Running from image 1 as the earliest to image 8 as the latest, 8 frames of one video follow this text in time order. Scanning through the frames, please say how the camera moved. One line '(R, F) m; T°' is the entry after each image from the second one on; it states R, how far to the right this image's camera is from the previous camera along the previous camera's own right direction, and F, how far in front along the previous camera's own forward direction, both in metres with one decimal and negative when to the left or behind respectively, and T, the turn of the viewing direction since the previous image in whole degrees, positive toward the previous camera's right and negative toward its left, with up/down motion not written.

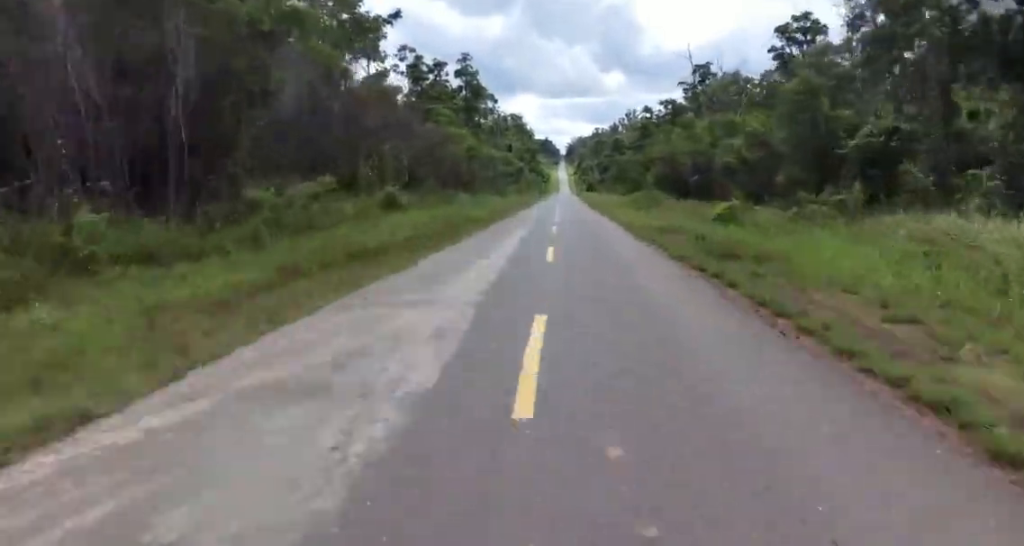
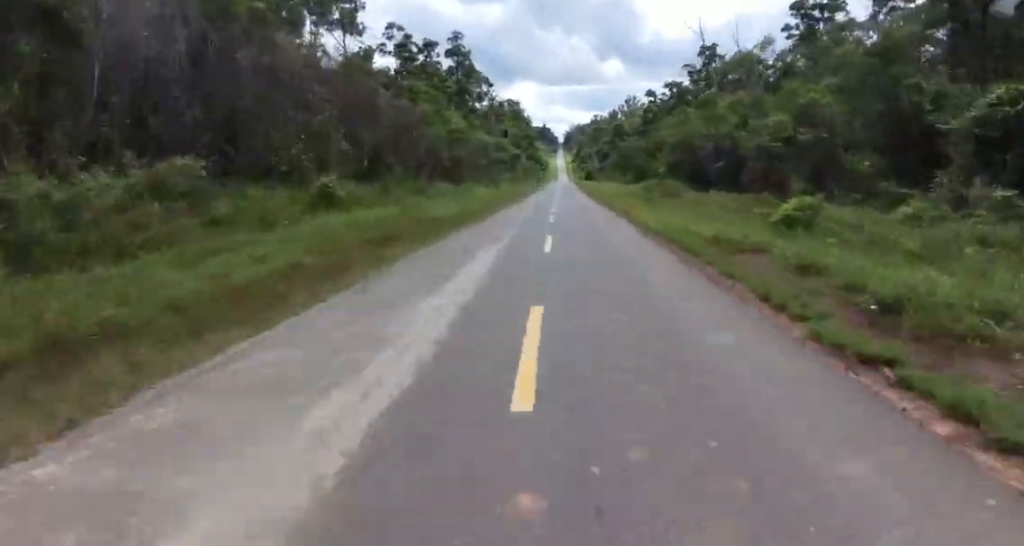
(0.0, +8.5) m; -1°
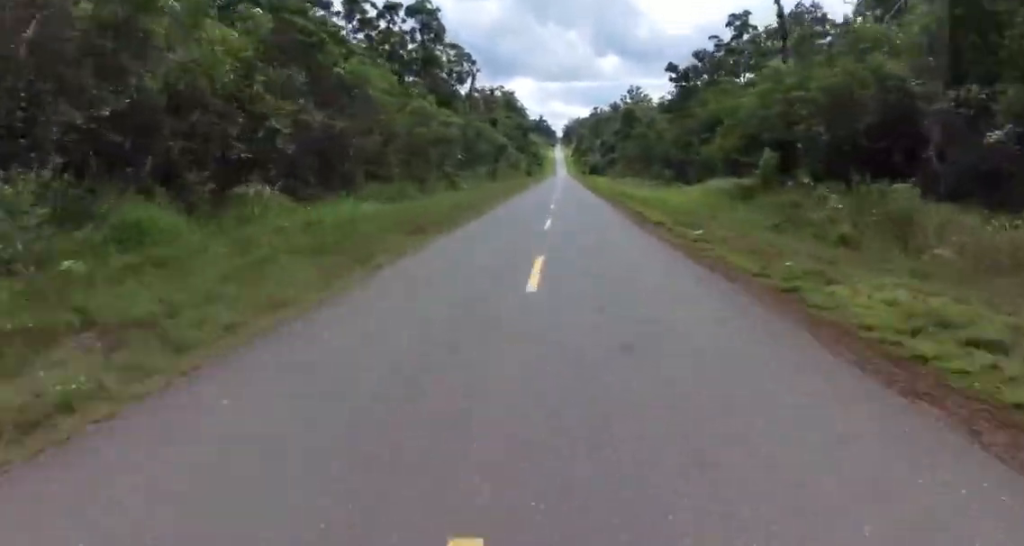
(-1.3, +30.6) m; -1°
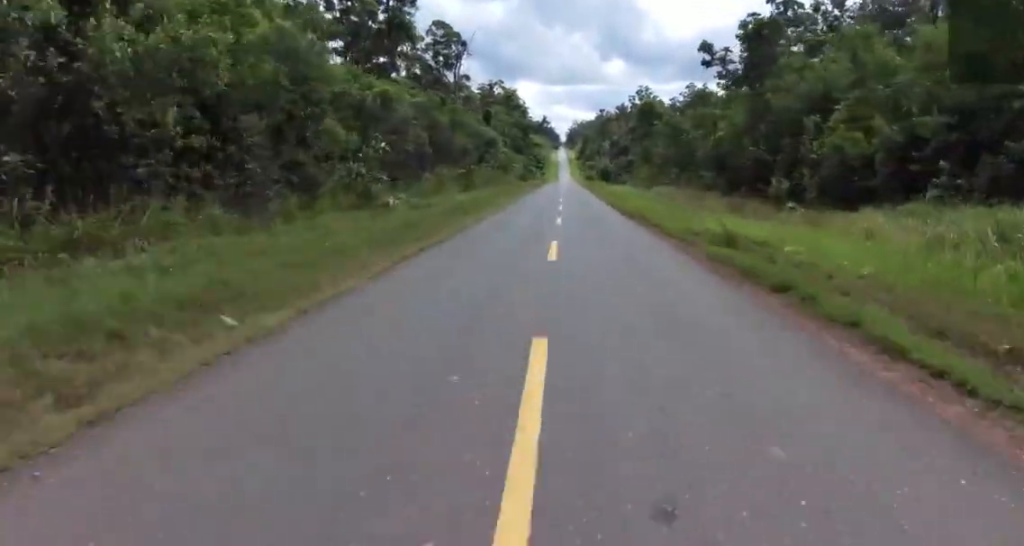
(+0.7, +22.6) m; +2°
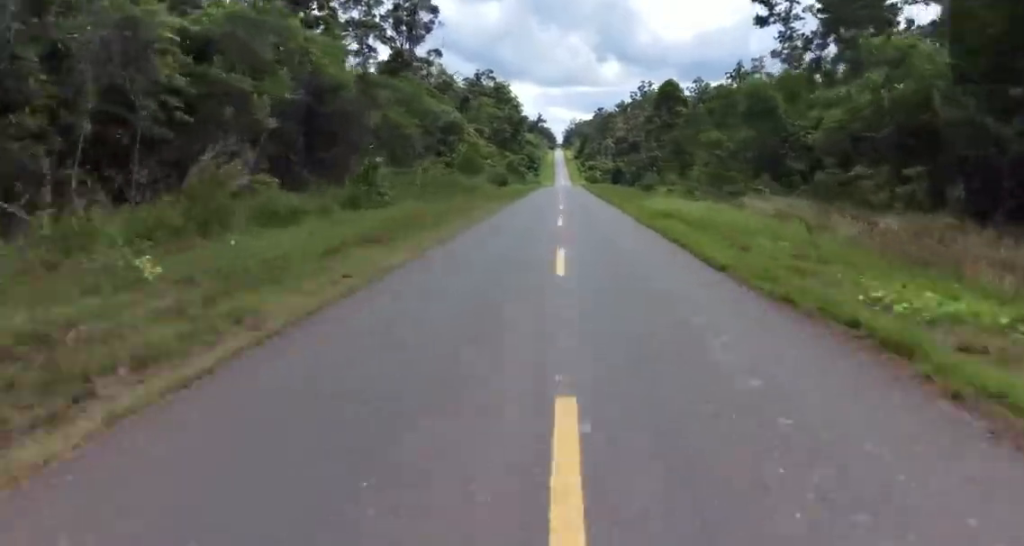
(+0.4, +27.9) m; 0°
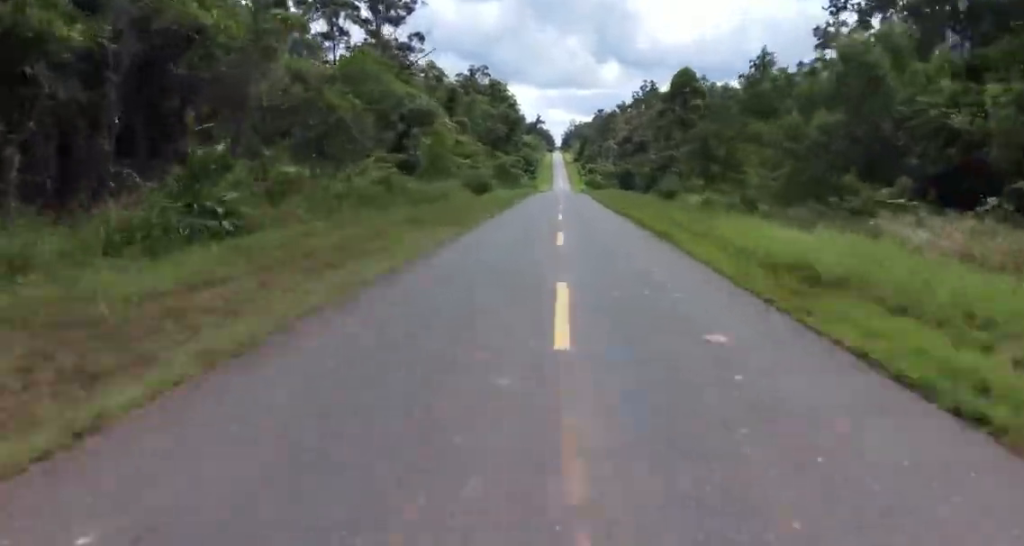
(-0.1, +12.0) m; -1°
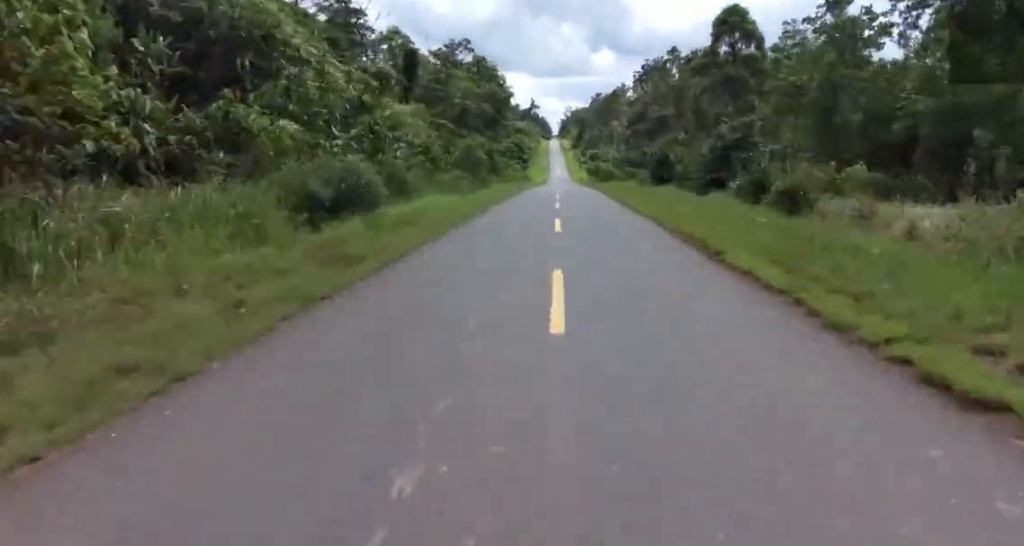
(0.0, +24.4) m; -1°
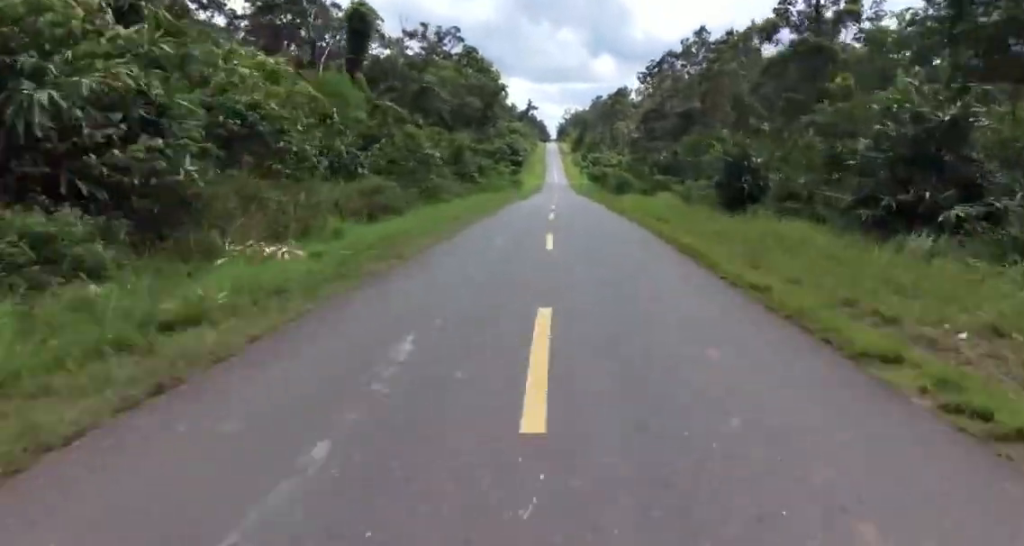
(-0.6, +19.3) m; +1°
